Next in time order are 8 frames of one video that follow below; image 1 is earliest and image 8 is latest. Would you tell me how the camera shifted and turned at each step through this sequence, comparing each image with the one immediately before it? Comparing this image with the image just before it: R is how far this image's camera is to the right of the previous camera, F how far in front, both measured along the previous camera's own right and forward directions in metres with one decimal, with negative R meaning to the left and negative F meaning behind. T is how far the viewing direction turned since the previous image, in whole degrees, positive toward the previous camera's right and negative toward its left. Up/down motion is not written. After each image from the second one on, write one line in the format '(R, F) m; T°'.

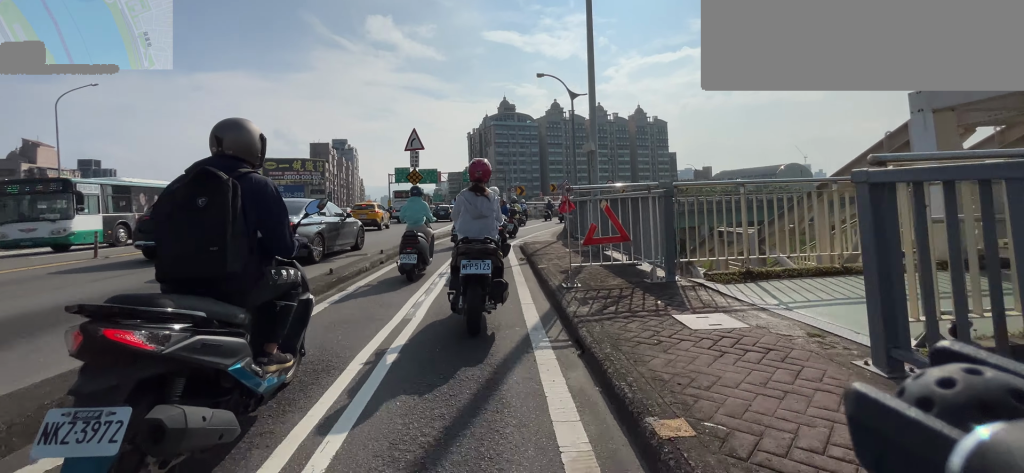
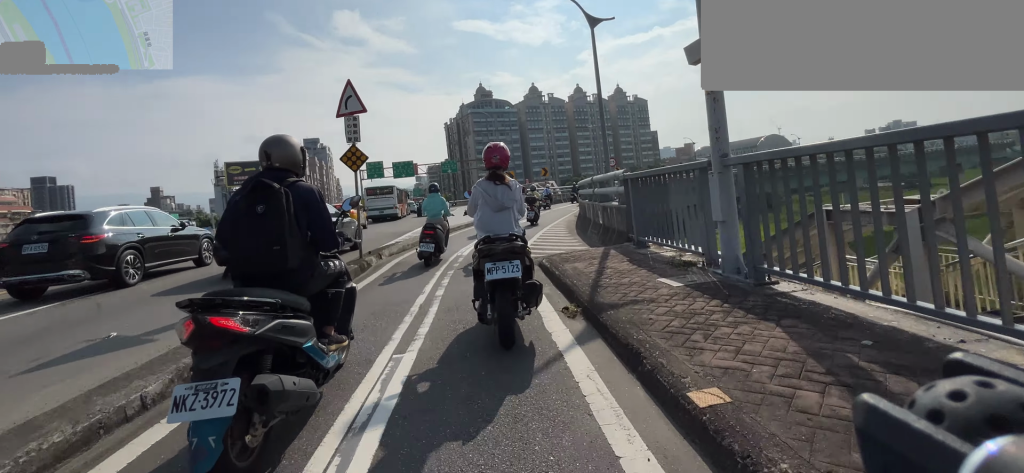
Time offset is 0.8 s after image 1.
(+0.1, +5.3) m; +5°
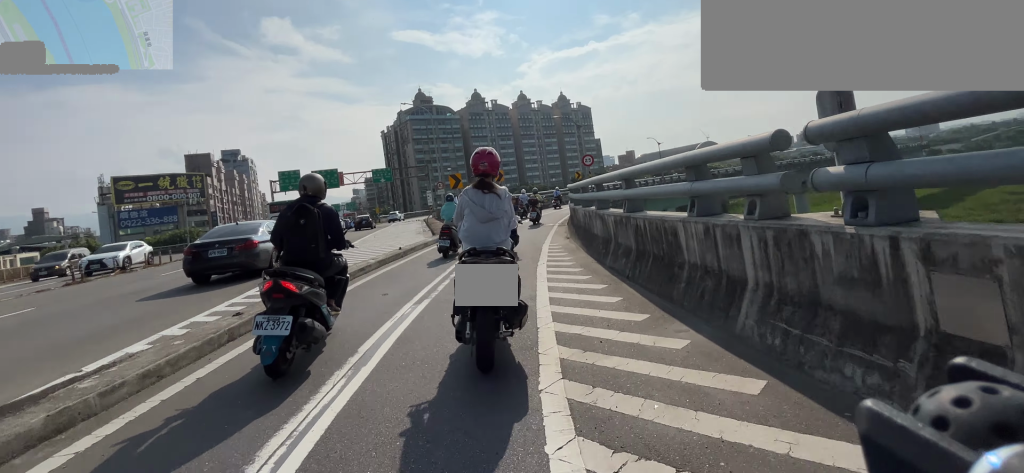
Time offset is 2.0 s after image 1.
(+0.6, +8.6) m; +8°
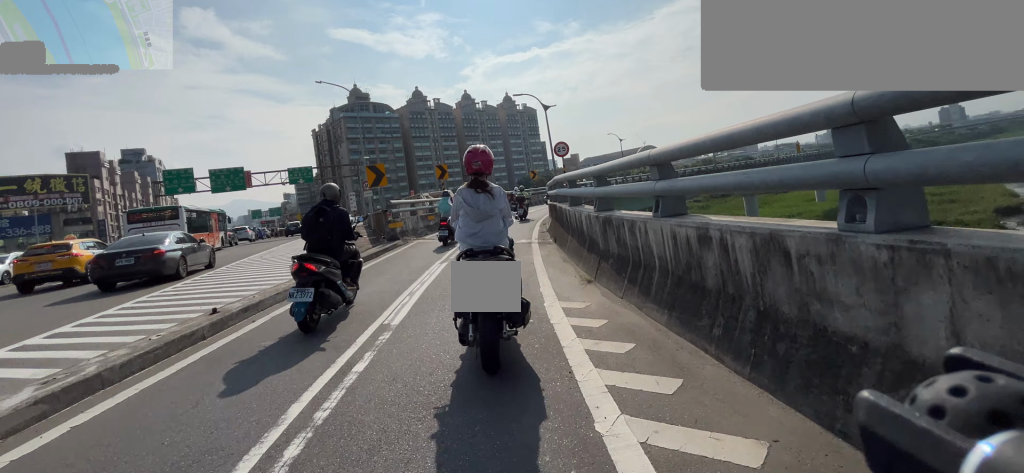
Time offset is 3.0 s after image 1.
(+0.3, +7.0) m; +6°
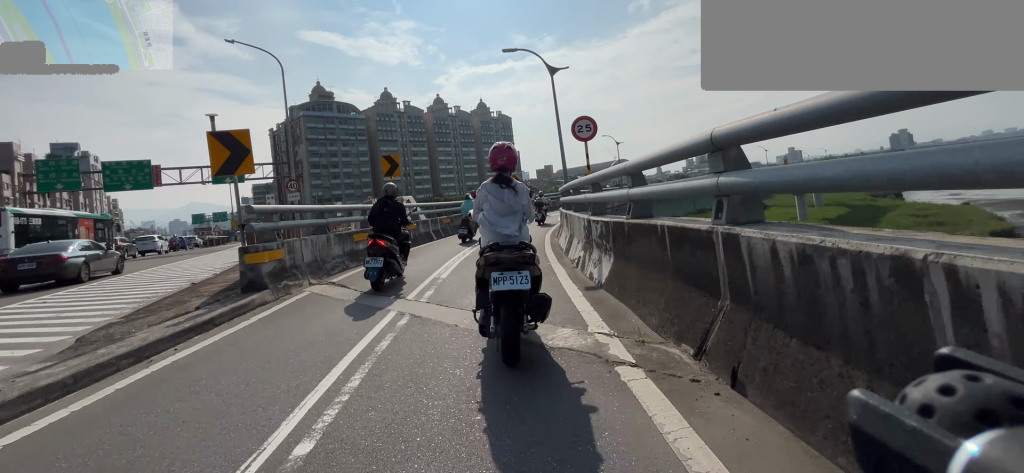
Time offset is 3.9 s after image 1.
(+0.4, +7.8) m; +7°
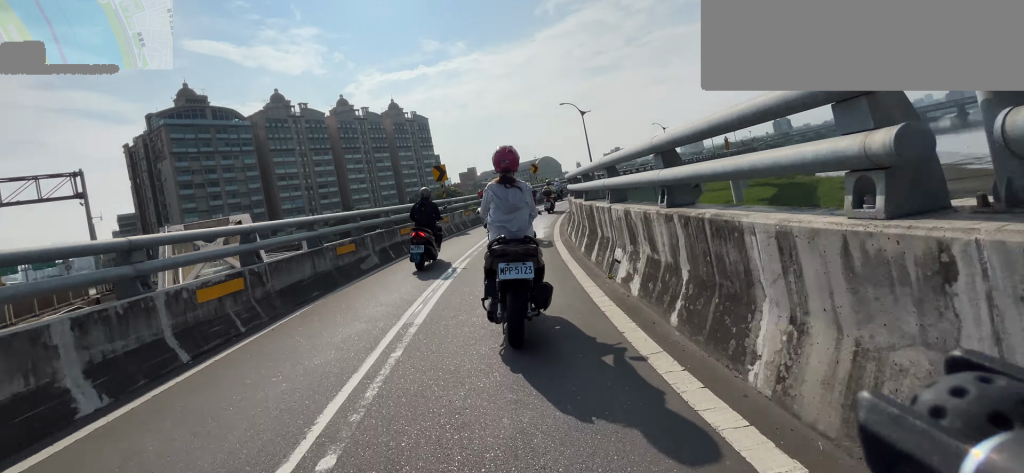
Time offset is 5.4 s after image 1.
(+1.5, +12.8) m; +12°
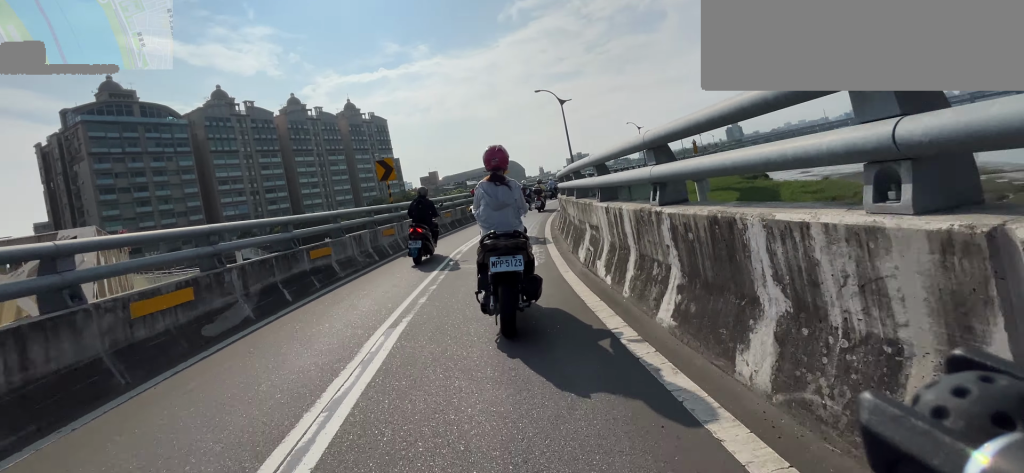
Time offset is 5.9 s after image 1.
(+0.1, +4.5) m; +4°
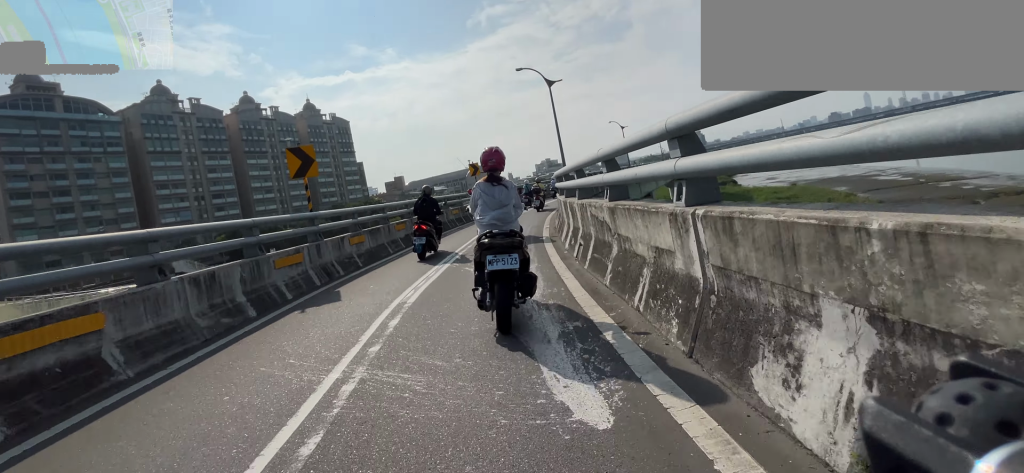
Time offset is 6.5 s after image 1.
(-0.3, +4.9) m; +4°
